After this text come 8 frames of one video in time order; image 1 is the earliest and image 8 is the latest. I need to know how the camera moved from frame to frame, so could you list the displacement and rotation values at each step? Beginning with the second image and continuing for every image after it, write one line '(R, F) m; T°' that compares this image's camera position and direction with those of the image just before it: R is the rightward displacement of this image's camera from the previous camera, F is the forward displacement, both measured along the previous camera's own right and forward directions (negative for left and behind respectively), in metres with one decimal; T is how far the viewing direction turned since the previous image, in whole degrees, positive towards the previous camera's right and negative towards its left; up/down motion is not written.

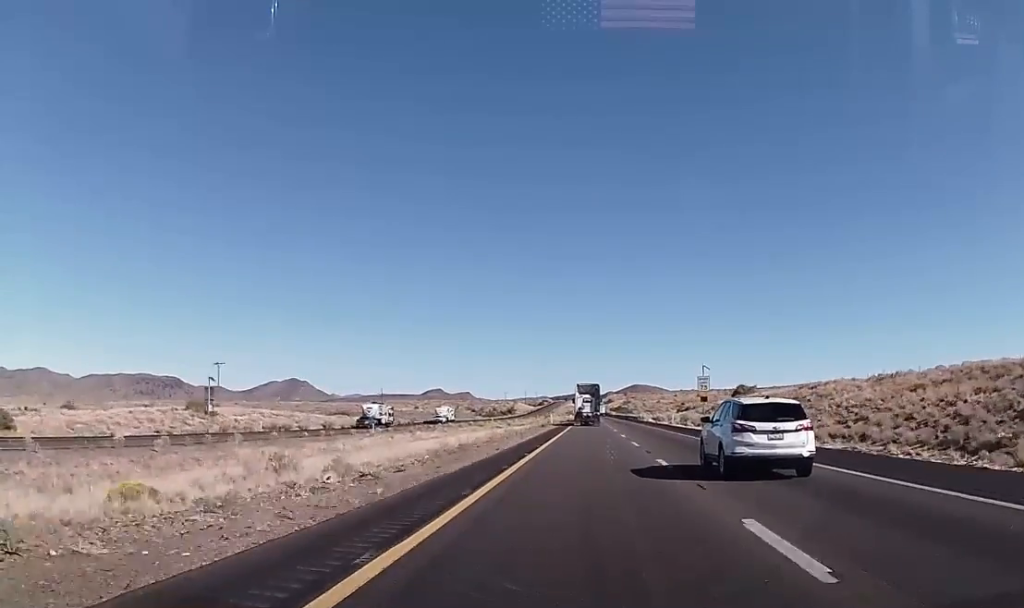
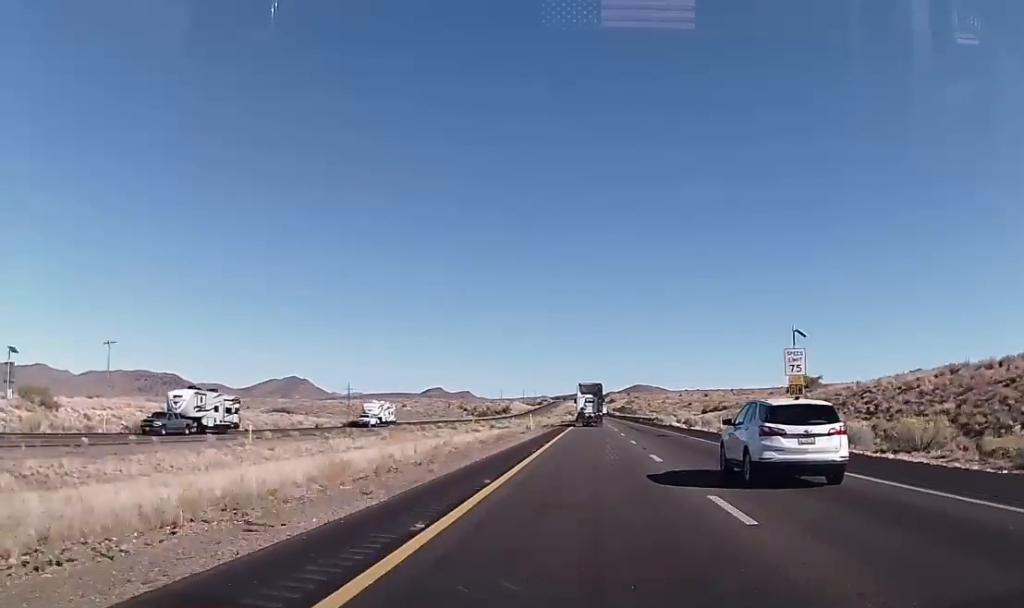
(0.0, +34.0) m; 0°
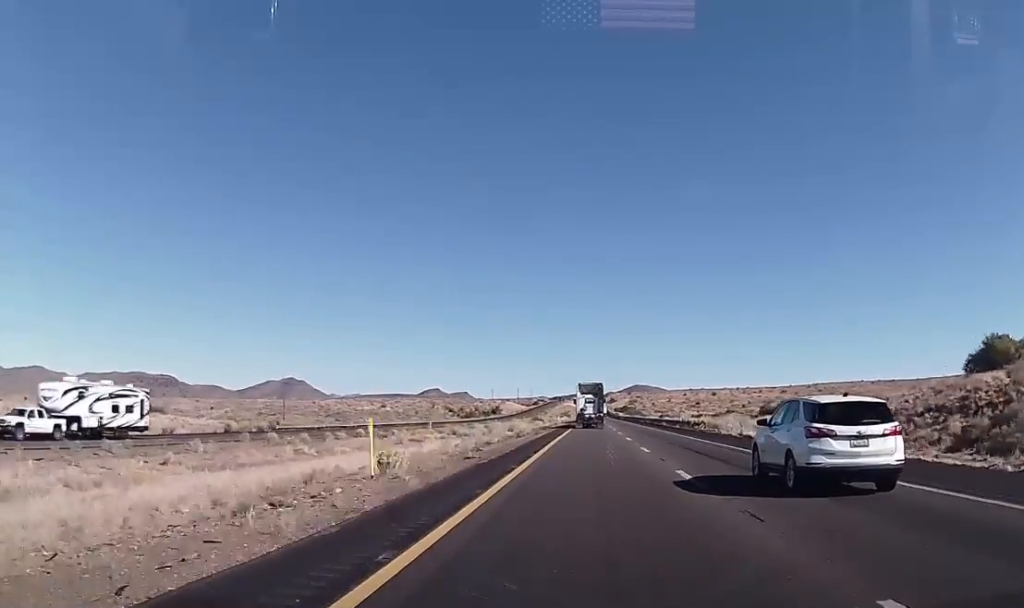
(-0.4, +44.1) m; 0°
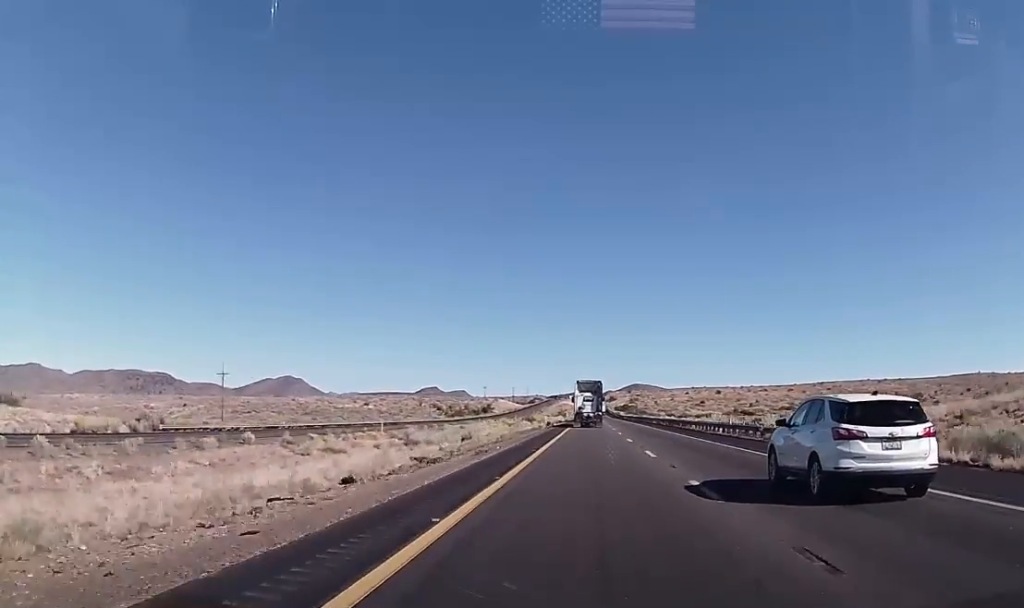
(0.0, +27.7) m; 0°
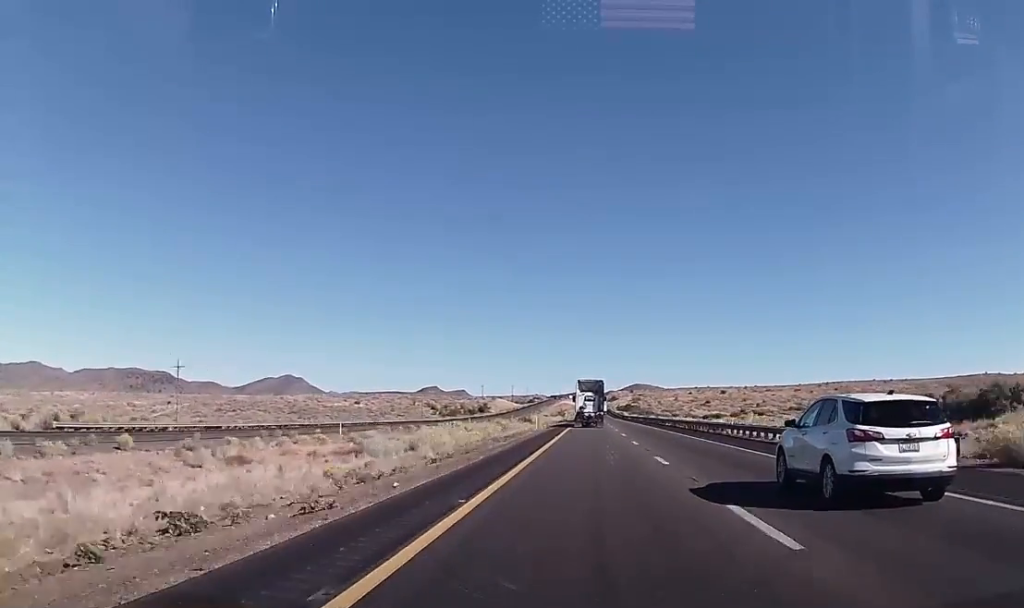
(0.0, +16.4) m; 0°
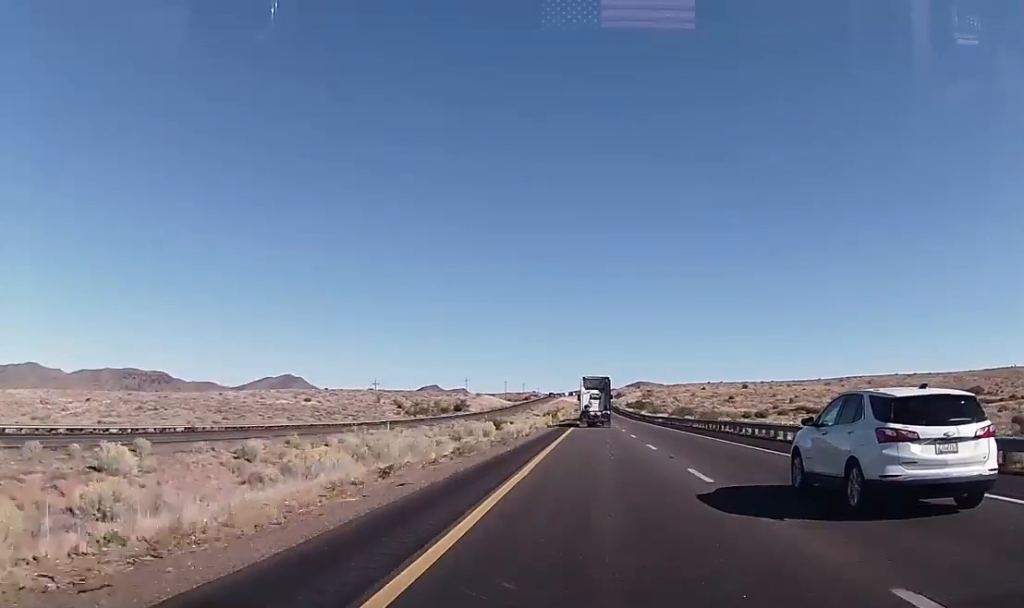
(0.0, +67.6) m; 0°
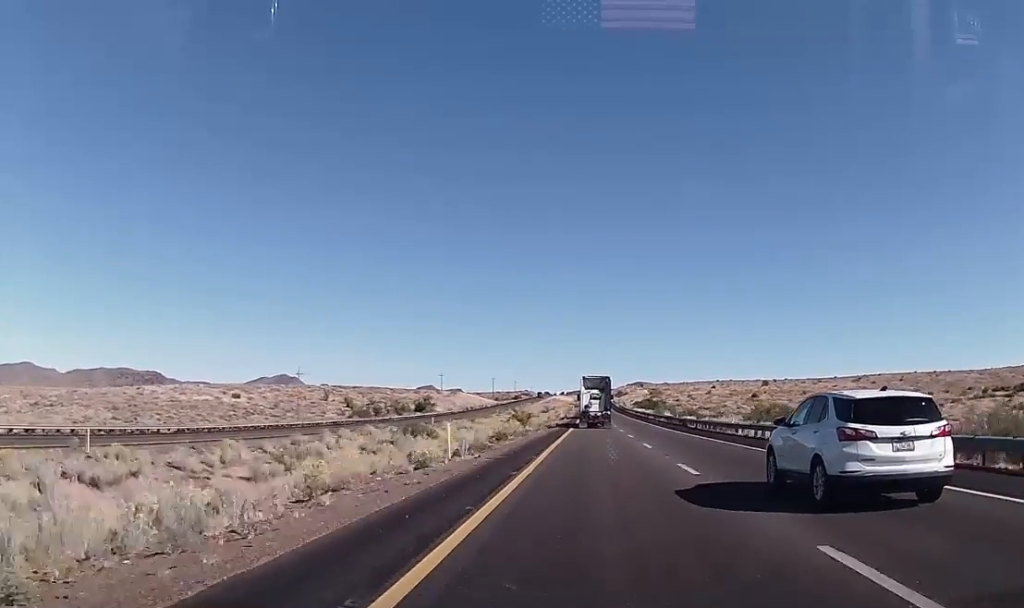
(0.0, +60.1) m; 0°
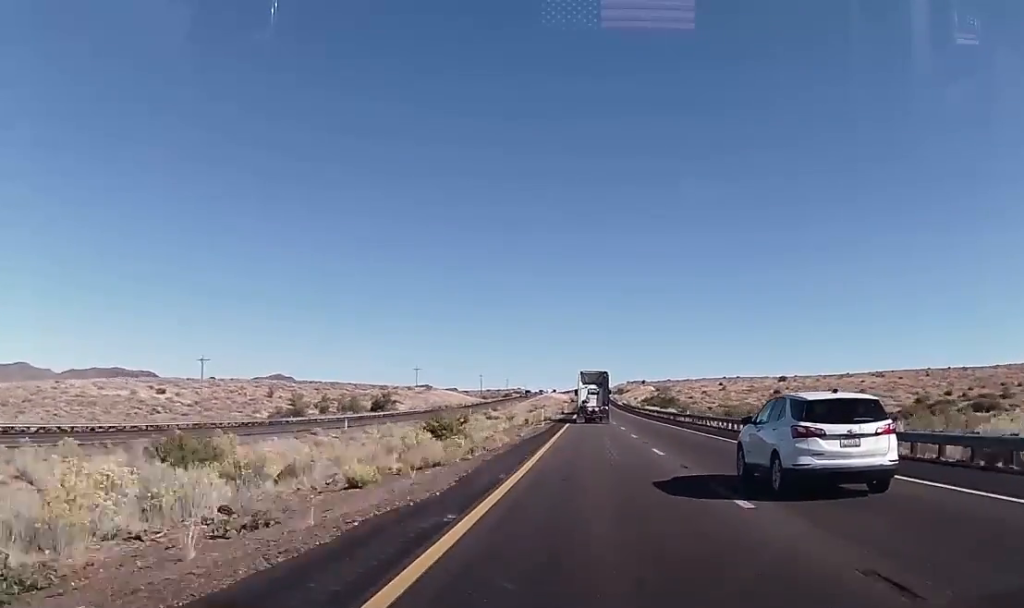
(0.0, +43.3) m; 0°
